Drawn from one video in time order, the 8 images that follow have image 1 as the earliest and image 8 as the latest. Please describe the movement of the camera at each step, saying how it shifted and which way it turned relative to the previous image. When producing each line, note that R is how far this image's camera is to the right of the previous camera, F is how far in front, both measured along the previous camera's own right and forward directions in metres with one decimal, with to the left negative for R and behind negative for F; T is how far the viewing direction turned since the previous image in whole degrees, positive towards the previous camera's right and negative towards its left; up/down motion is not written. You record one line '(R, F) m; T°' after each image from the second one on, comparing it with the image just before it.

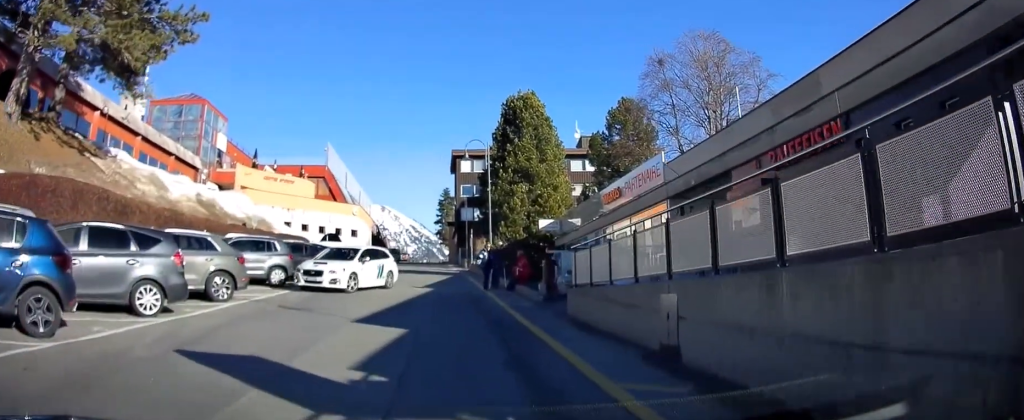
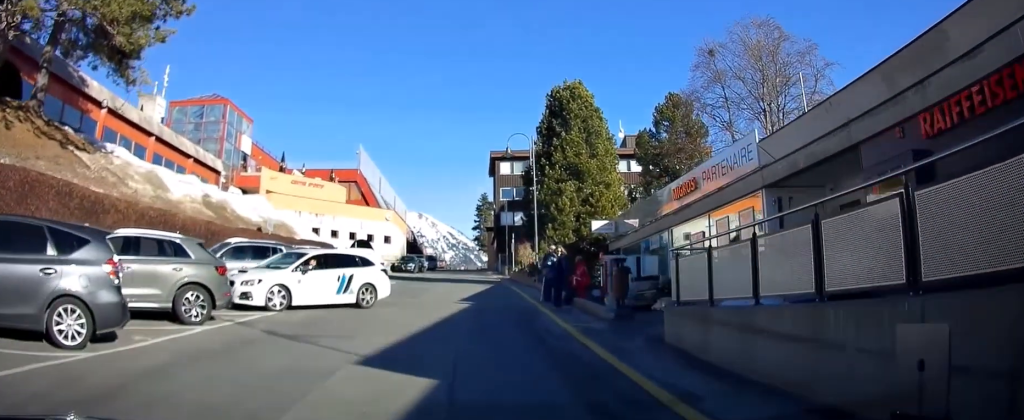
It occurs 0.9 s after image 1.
(-0.1, +3.9) m; -7°
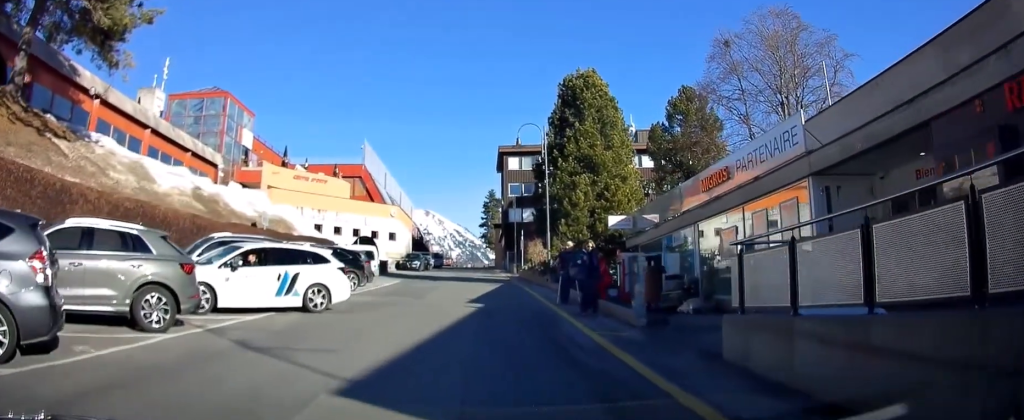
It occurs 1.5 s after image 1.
(-0.2, +2.1) m; -4°
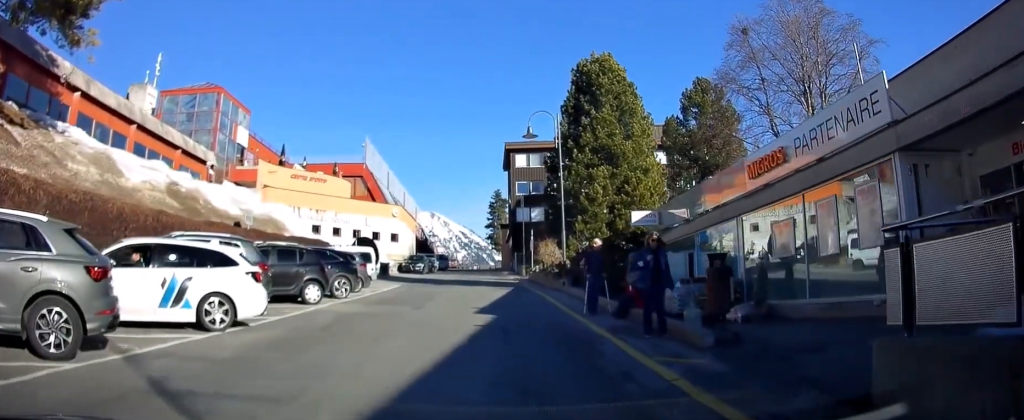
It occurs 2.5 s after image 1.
(0.0, +3.1) m; +5°
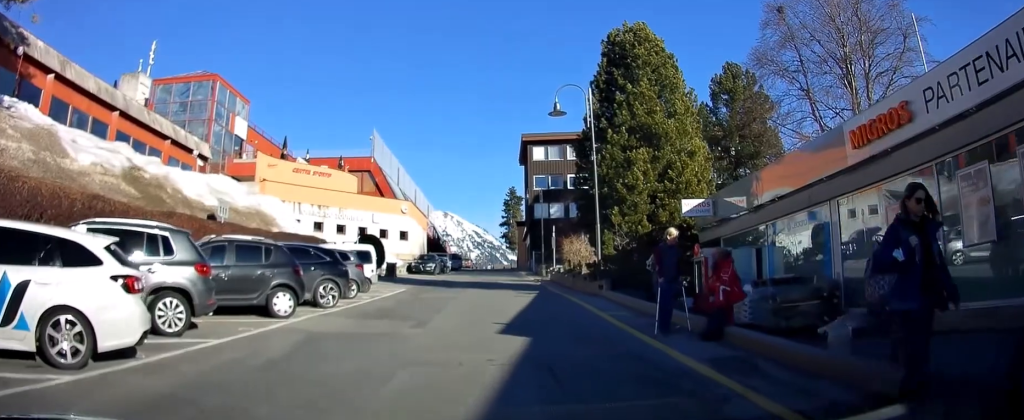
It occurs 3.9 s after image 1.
(+0.3, +4.1) m; +2°
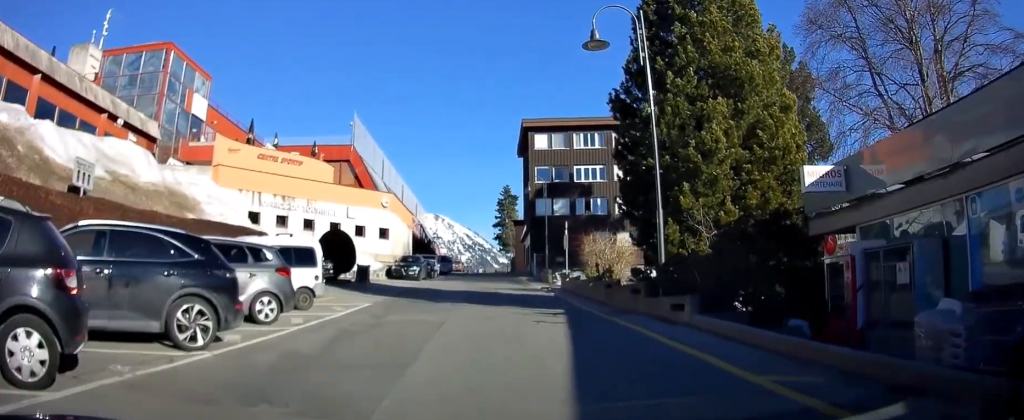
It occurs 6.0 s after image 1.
(0.0, +7.5) m; +3°
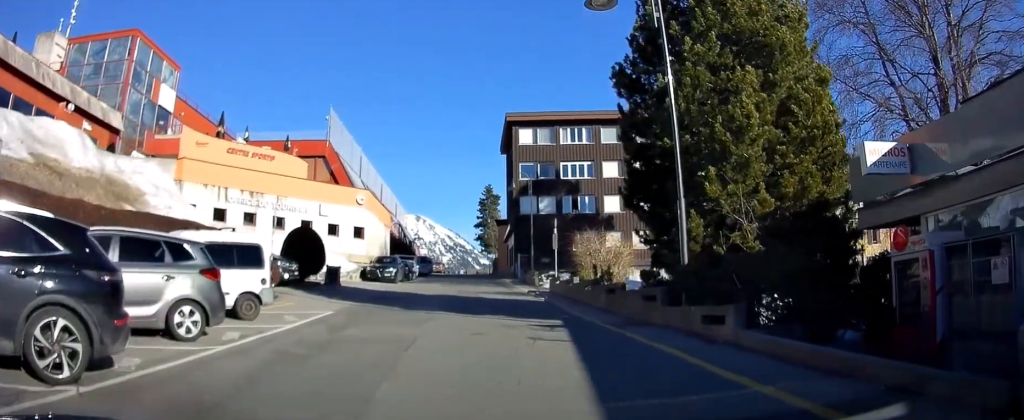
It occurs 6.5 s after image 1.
(0.0, +2.5) m; +1°
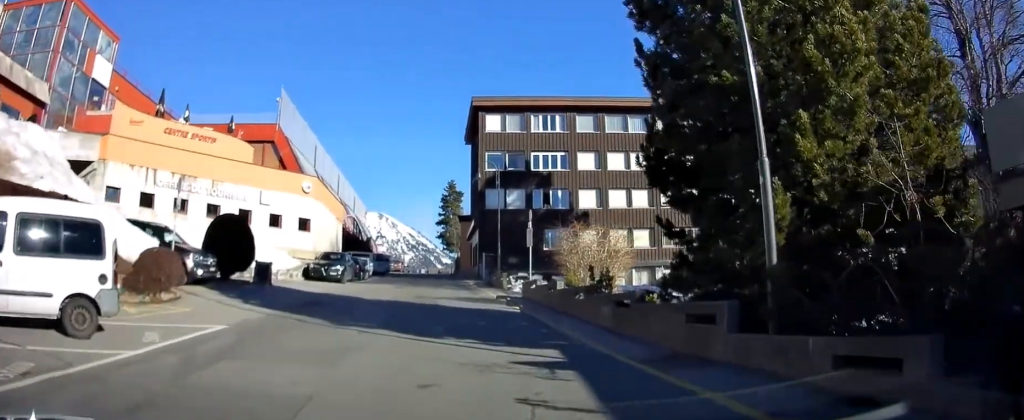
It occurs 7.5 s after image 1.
(+0.2, +4.6) m; +3°
